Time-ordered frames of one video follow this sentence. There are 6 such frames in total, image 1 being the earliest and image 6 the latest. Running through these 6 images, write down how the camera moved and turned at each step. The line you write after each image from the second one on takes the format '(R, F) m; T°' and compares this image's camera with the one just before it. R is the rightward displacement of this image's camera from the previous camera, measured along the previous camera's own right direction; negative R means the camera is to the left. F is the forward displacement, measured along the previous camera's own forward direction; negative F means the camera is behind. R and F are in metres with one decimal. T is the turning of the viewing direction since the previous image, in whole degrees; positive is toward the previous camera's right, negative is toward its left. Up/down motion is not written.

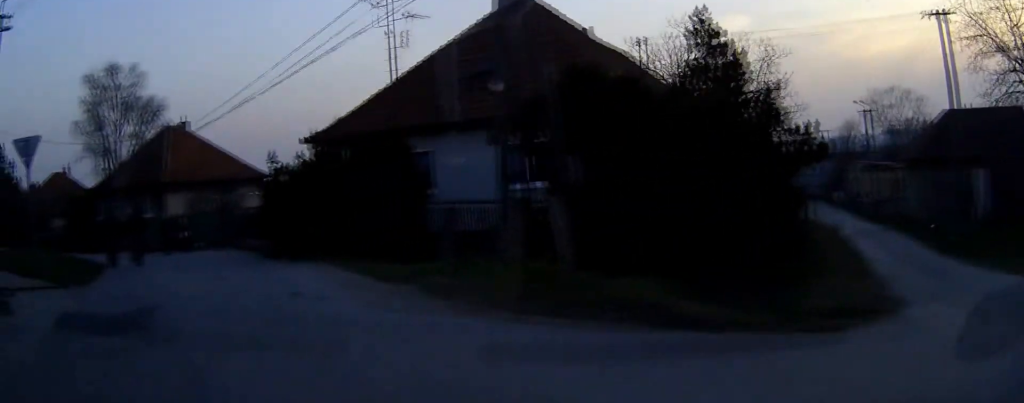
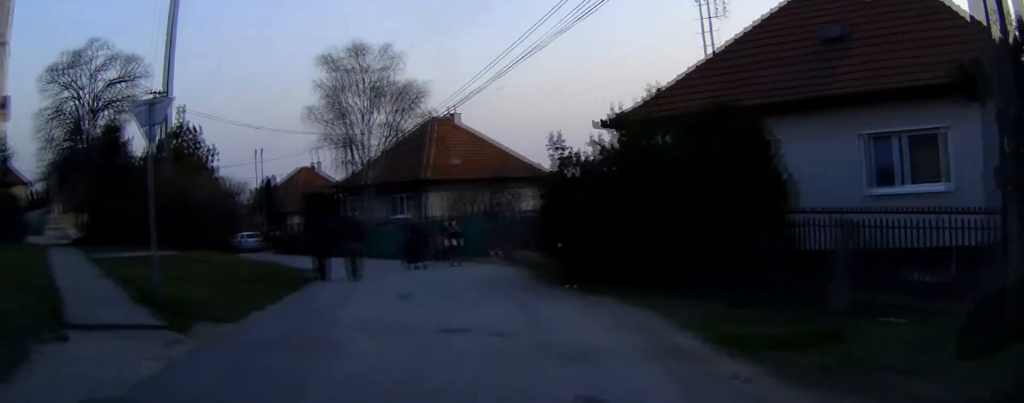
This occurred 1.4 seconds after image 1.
(-1.1, +5.6) m; -19°
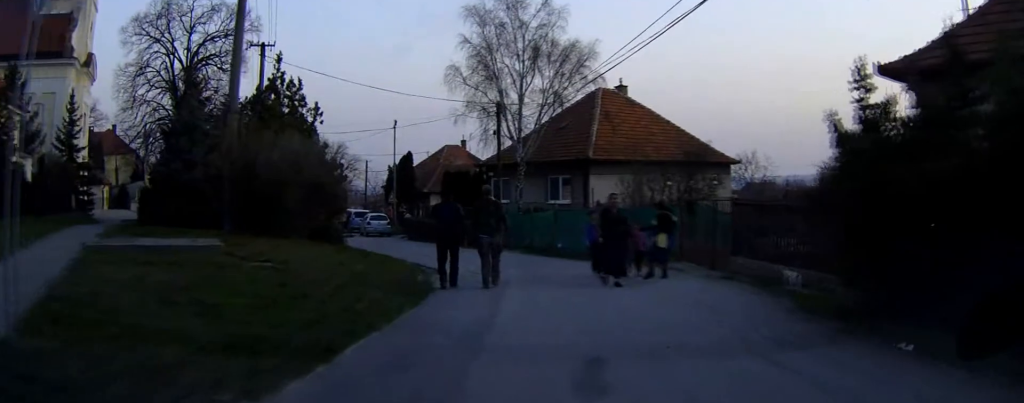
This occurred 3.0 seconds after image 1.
(-0.9, +6.7) m; -11°
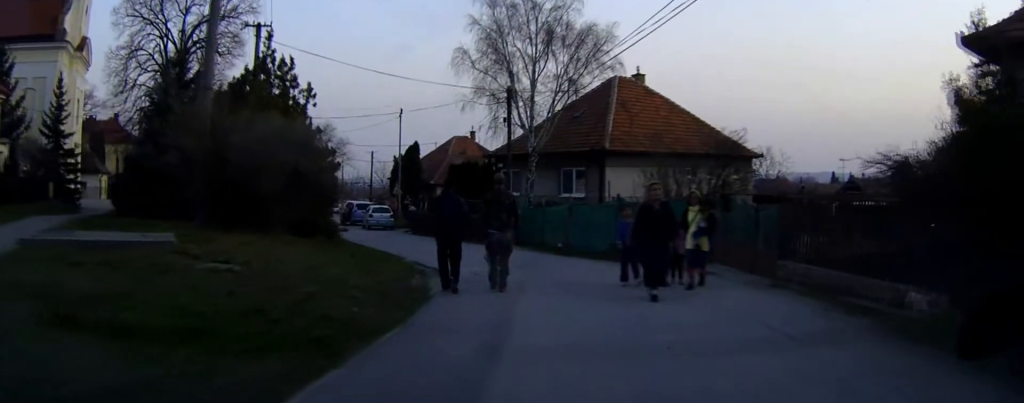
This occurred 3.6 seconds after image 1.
(0.0, +2.2) m; 0°
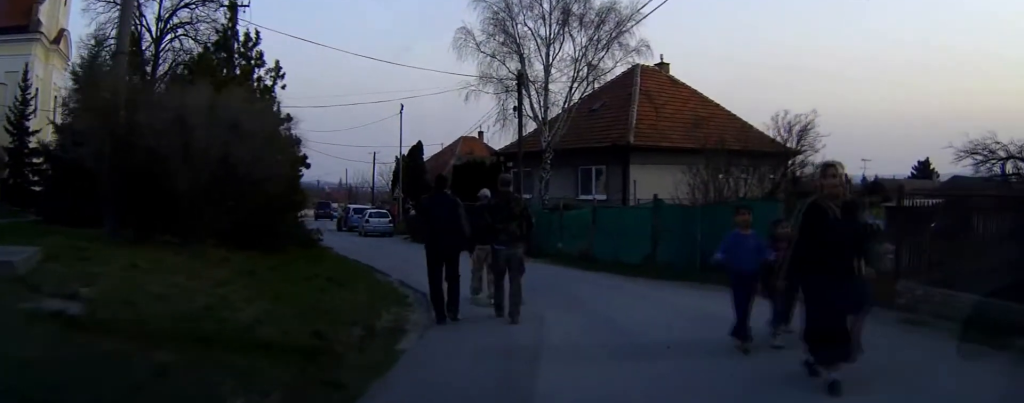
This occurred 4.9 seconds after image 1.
(0.0, +4.5) m; 0°
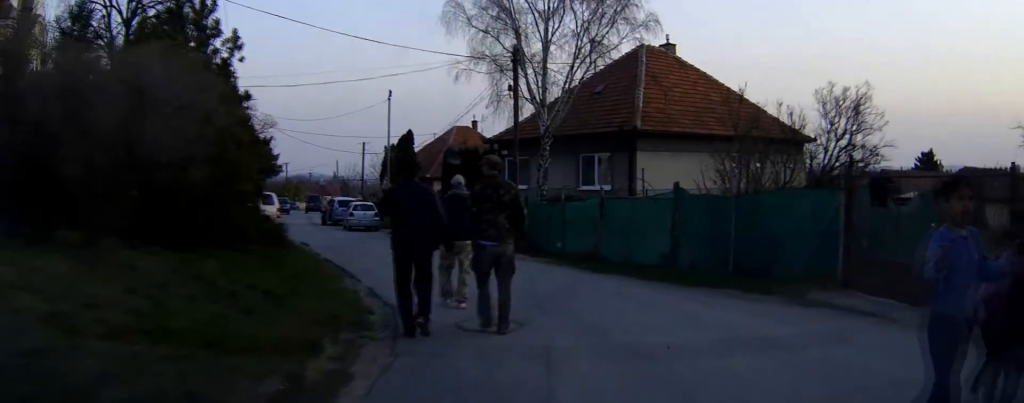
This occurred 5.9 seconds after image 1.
(0.0, +2.8) m; +5°
